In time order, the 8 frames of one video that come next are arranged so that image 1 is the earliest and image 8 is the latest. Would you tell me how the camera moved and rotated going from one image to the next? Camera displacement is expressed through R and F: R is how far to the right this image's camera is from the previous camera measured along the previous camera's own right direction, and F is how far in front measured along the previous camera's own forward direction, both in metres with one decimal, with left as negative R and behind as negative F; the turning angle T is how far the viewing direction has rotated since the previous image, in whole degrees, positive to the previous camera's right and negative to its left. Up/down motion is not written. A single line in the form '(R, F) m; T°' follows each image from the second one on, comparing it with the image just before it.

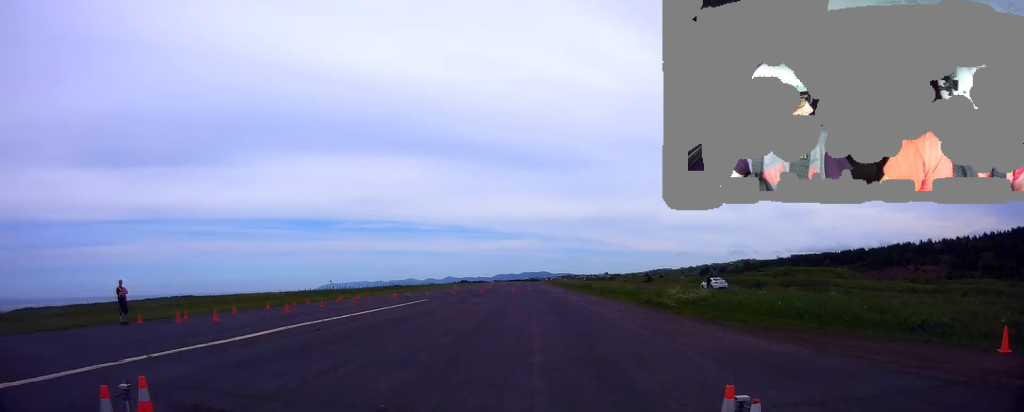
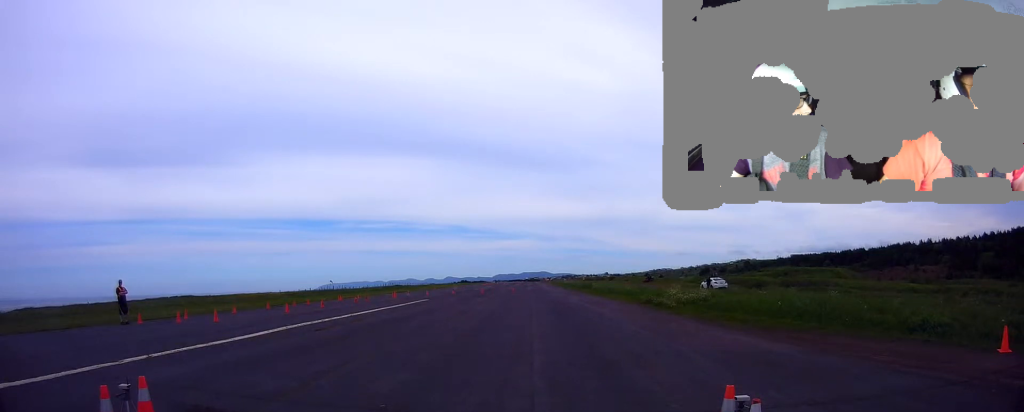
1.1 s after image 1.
(0.0, 0.0) m; 0°
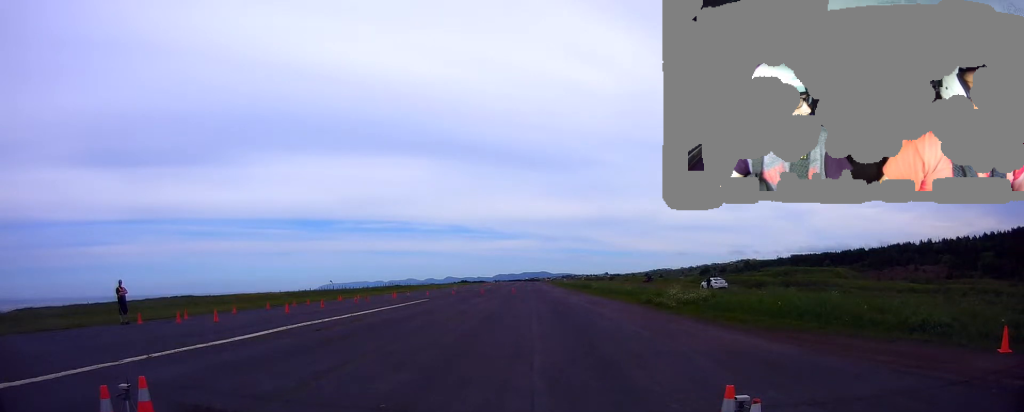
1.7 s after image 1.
(0.0, 0.0) m; 0°
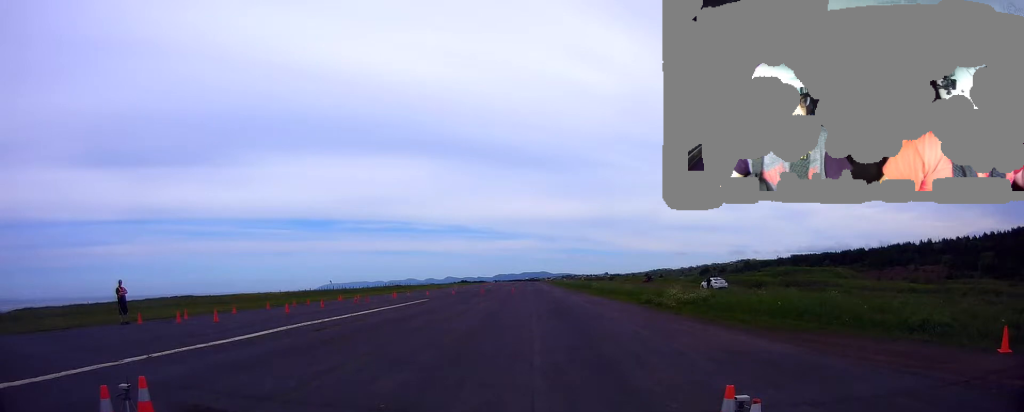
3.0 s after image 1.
(0.0, 0.0) m; 0°
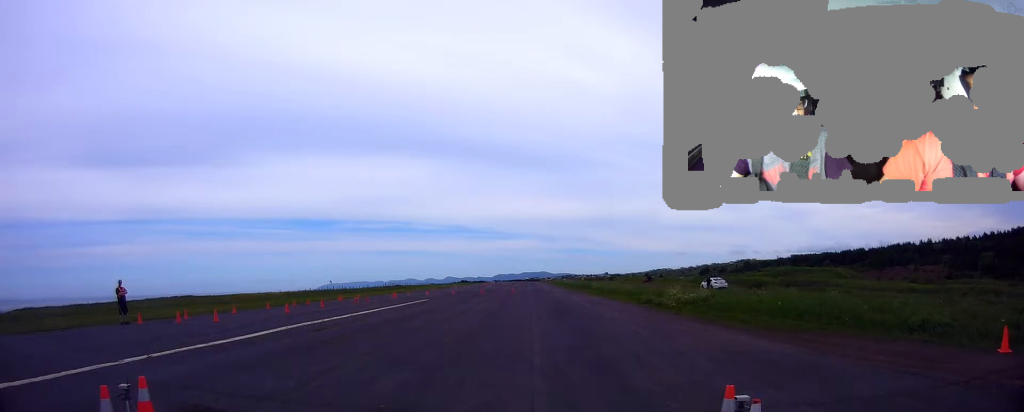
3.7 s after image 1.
(0.0, 0.0) m; 0°
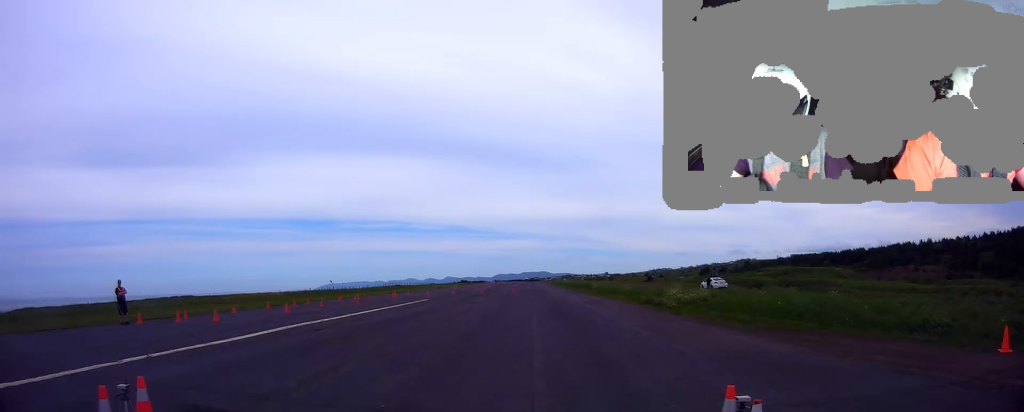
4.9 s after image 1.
(0.0, +0.1) m; 0°
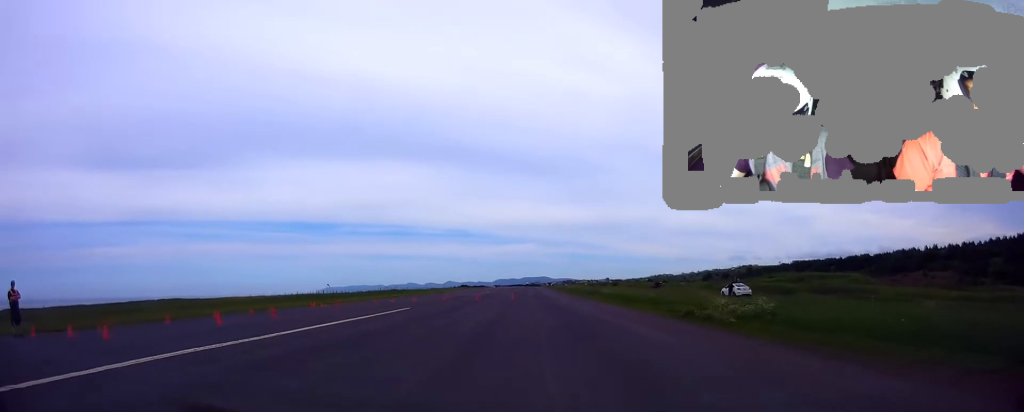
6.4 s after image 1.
(+0.2, +4.1) m; -3°
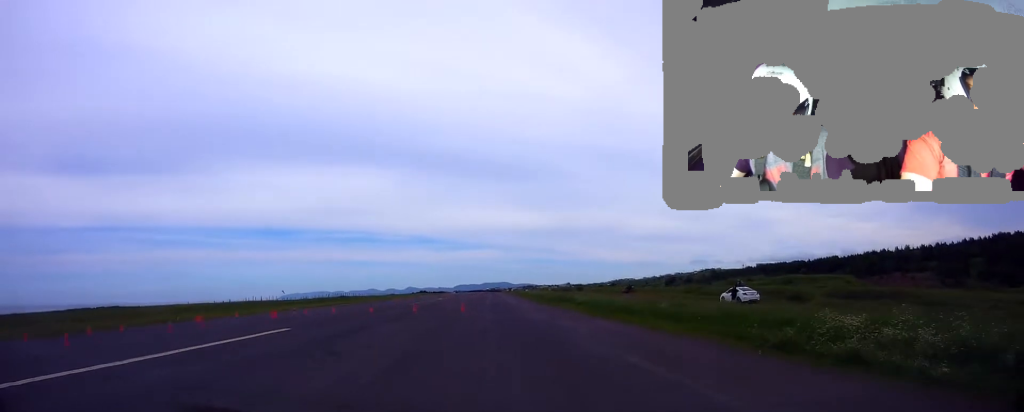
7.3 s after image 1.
(-0.4, +8.0) m; -3°
